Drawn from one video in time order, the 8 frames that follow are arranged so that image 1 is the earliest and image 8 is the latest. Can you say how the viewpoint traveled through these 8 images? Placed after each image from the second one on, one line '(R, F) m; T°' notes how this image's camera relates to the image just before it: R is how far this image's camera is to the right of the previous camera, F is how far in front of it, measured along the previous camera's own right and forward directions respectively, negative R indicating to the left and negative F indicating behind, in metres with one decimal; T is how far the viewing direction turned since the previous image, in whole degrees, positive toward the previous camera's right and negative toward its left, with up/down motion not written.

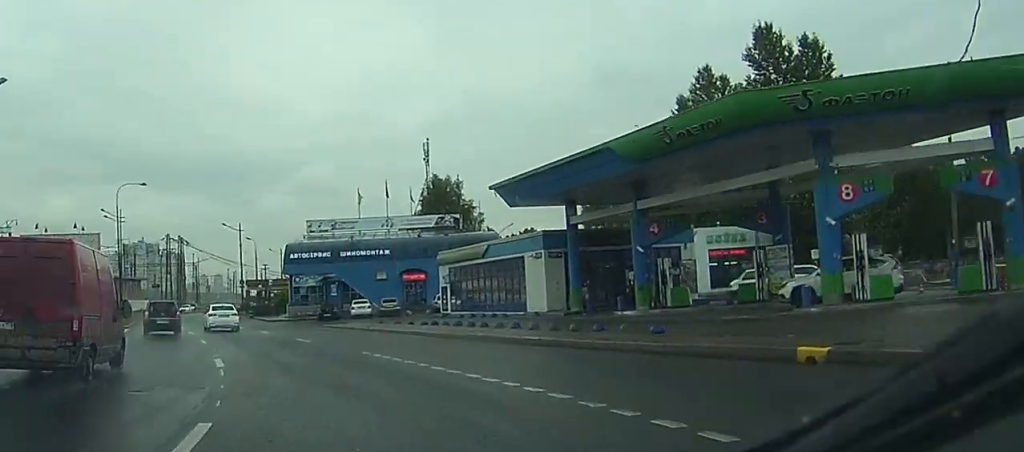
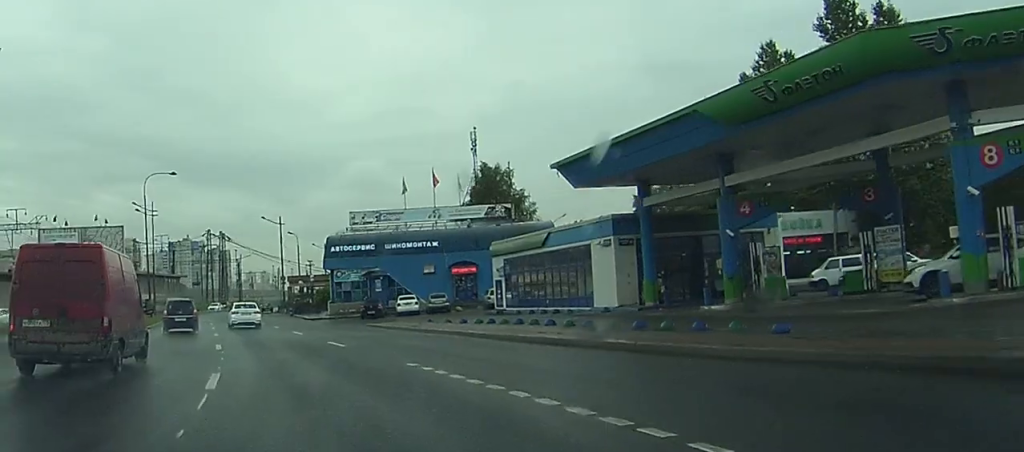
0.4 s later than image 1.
(-0.3, +5.5) m; -4°
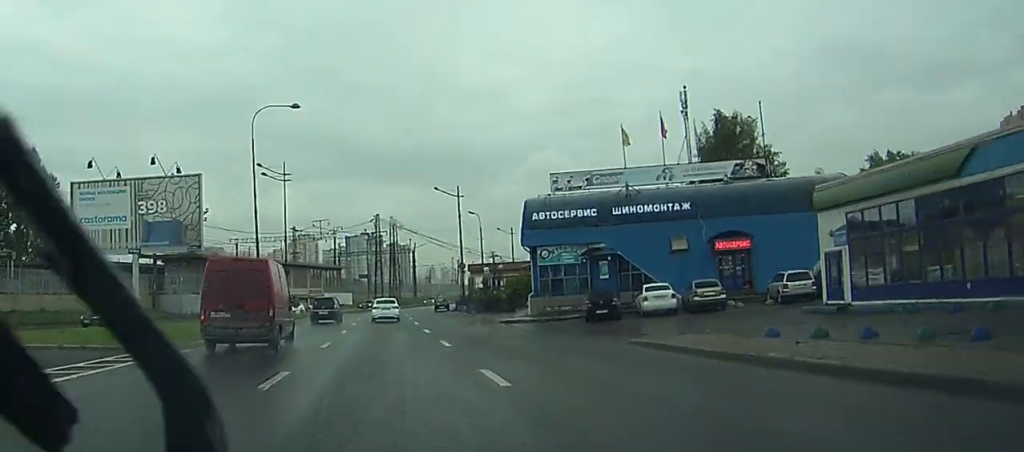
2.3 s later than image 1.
(-3.2, +24.4) m; -12°
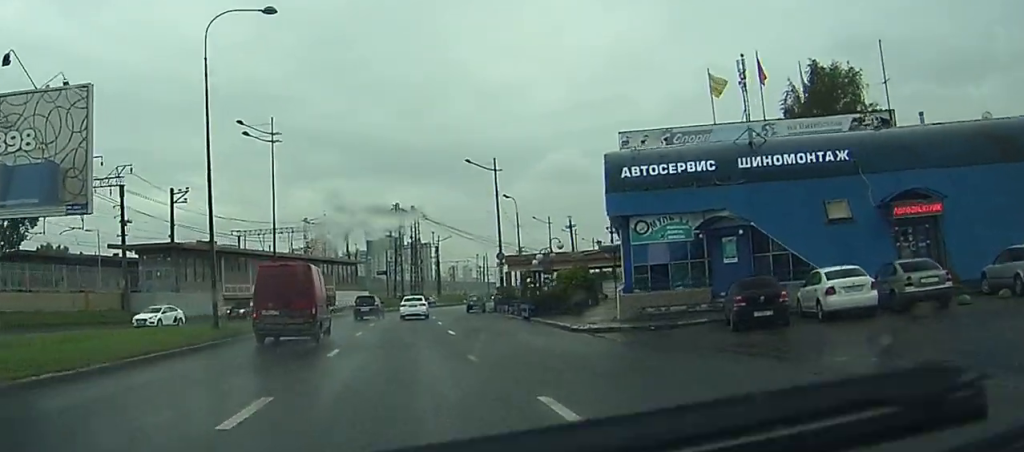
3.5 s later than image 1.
(-0.5, +16.0) m; -4°
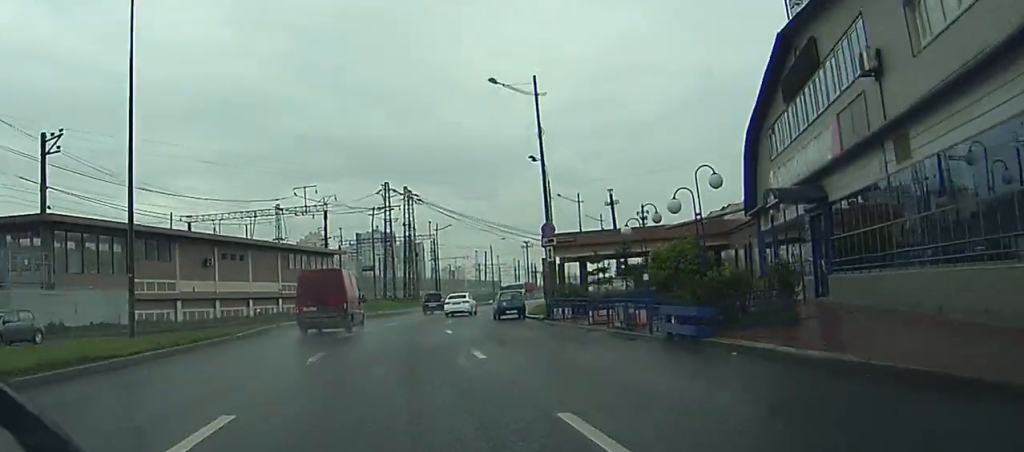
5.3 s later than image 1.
(-1.0, +25.7) m; 0°
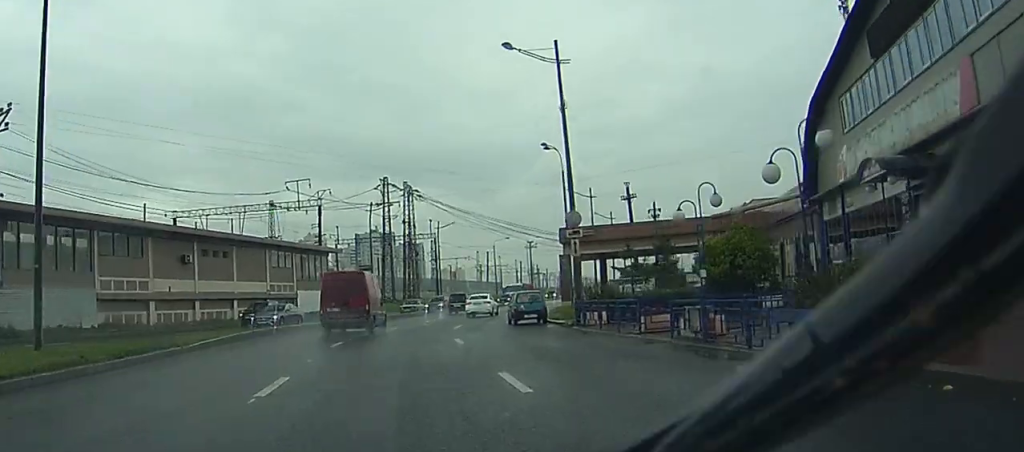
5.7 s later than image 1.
(-0.8, +6.4) m; +6°
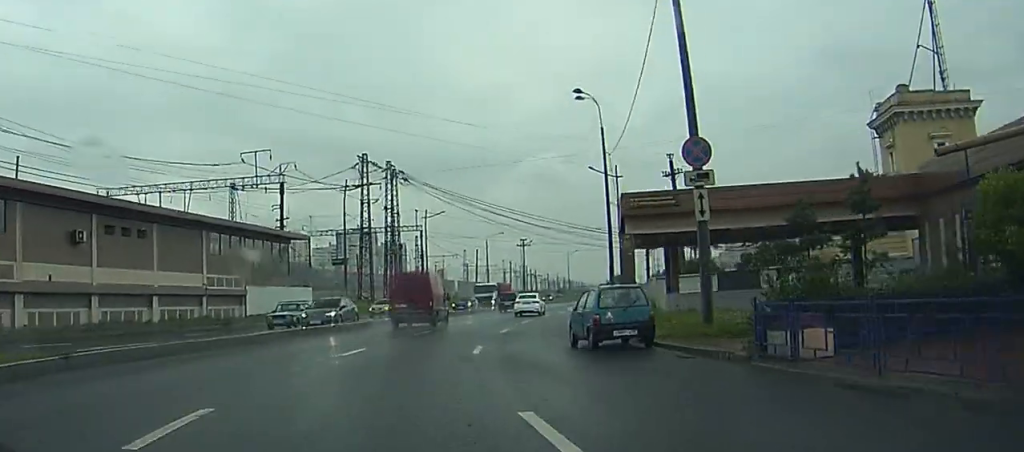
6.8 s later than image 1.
(+3.6, +15.5) m; -7°
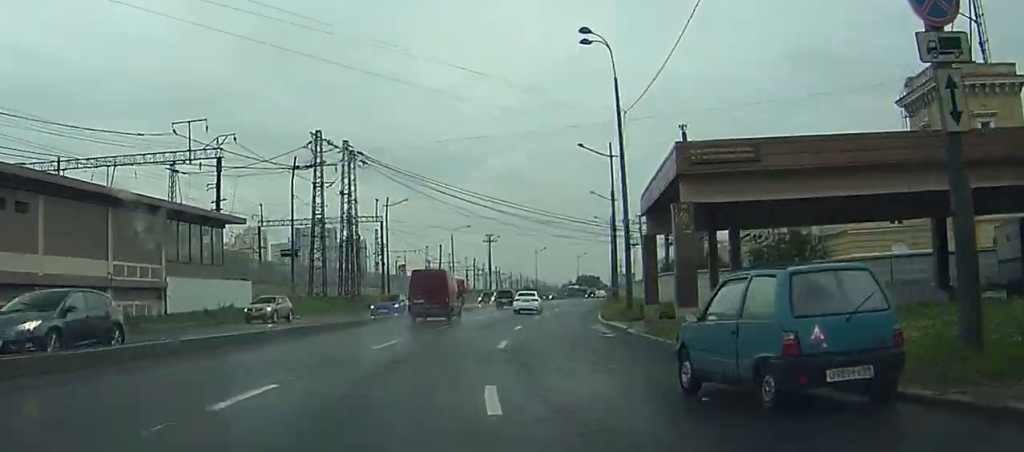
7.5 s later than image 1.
(-3.3, +10.3) m; -9°
